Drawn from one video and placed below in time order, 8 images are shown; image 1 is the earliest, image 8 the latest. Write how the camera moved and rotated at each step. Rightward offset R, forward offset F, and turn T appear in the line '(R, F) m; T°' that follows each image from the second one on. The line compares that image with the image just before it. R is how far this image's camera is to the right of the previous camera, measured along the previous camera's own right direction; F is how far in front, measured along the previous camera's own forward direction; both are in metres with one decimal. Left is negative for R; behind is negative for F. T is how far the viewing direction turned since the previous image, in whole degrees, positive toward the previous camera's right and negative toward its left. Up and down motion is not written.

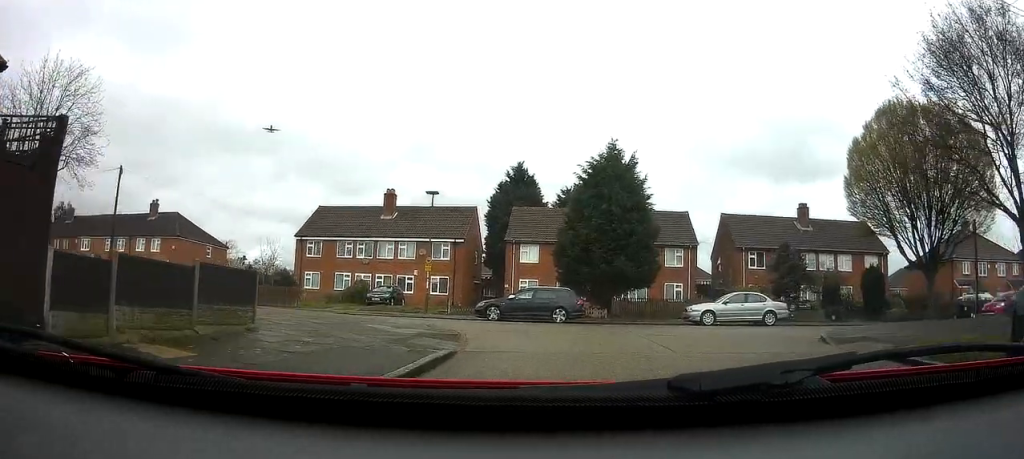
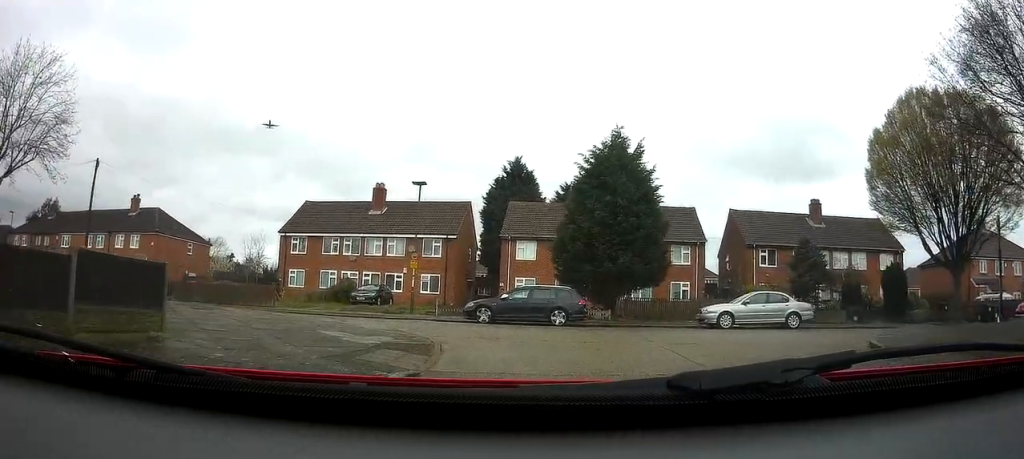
(0.0, +2.6) m; 0°
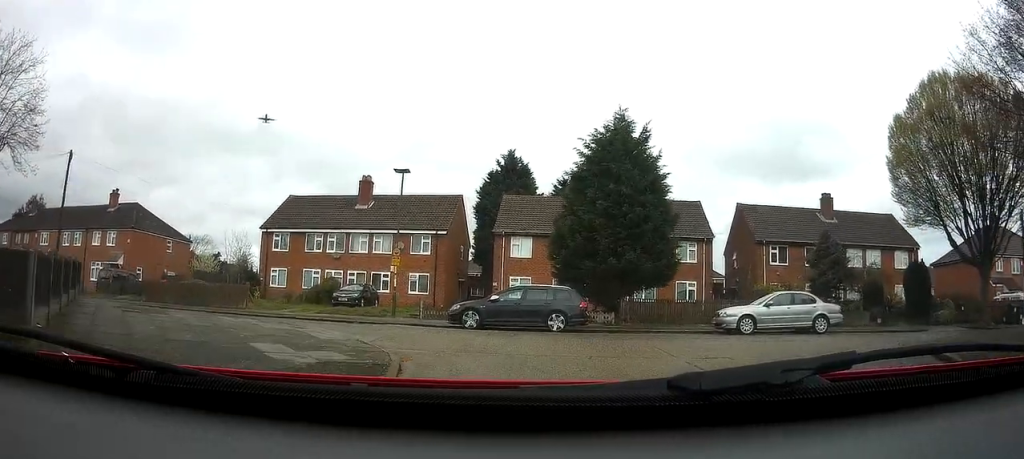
(0.0, +2.7) m; 0°
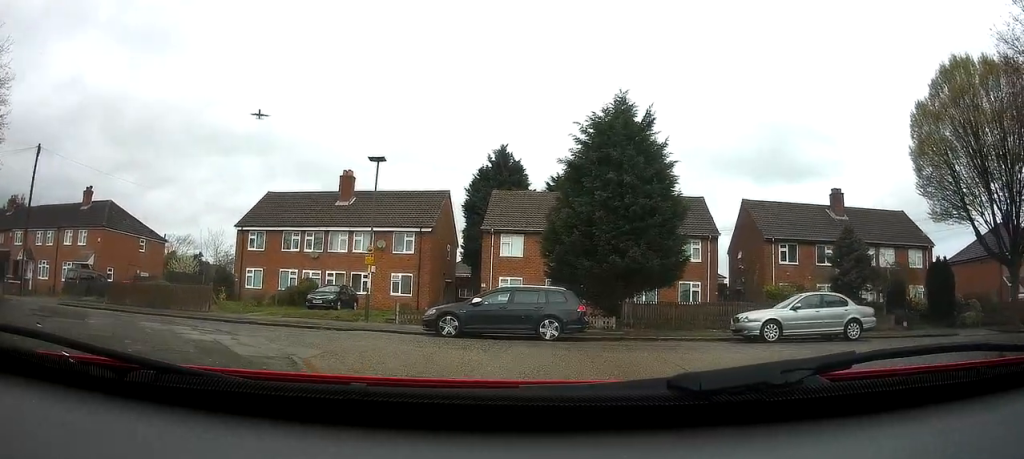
(0.0, +2.8) m; 0°
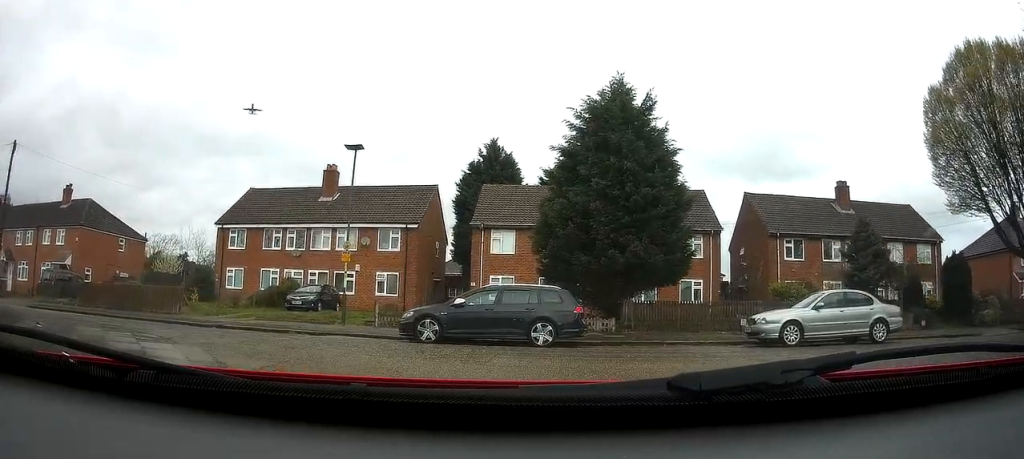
(0.0, +2.0) m; +1°
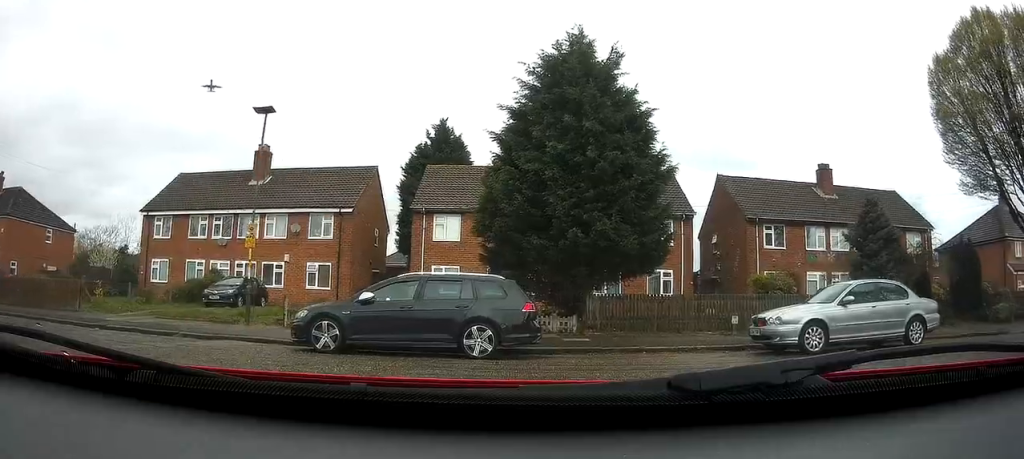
(+0.2, +4.2) m; +9°
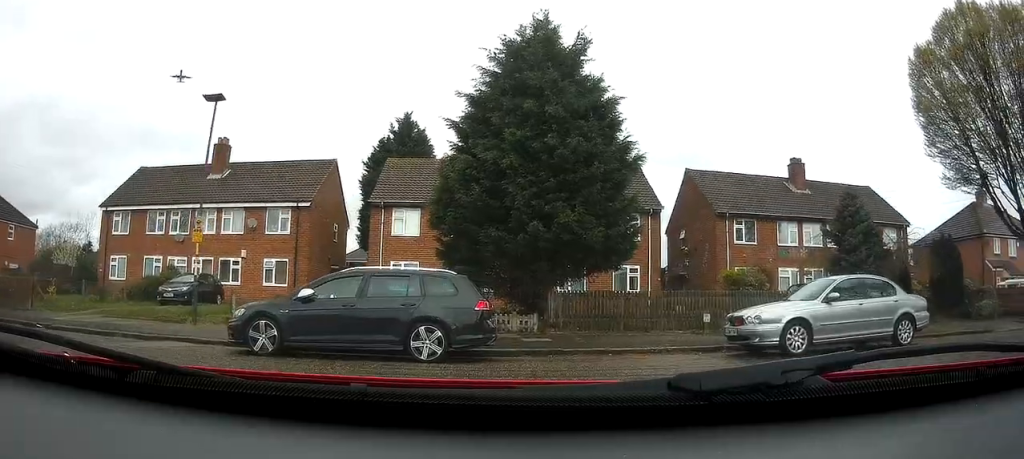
(0.0, +1.1) m; +5°
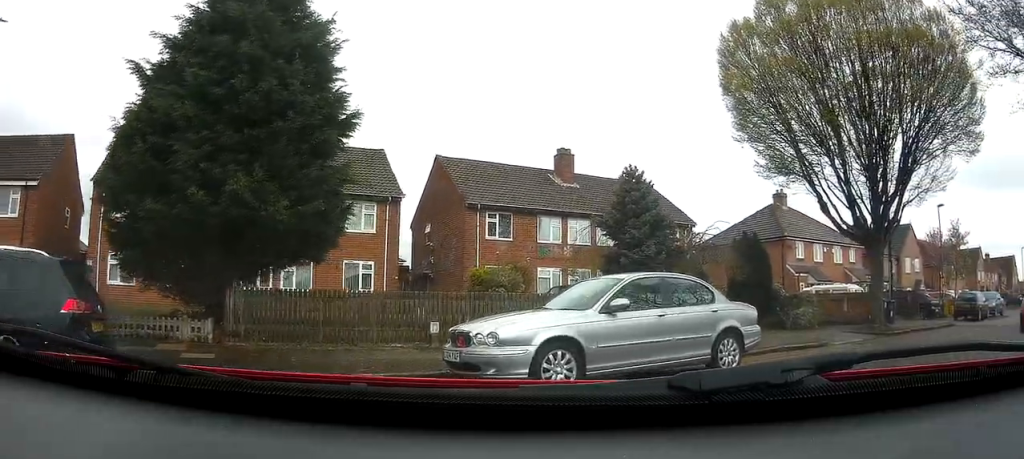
(+1.0, +3.6) m; +53°
